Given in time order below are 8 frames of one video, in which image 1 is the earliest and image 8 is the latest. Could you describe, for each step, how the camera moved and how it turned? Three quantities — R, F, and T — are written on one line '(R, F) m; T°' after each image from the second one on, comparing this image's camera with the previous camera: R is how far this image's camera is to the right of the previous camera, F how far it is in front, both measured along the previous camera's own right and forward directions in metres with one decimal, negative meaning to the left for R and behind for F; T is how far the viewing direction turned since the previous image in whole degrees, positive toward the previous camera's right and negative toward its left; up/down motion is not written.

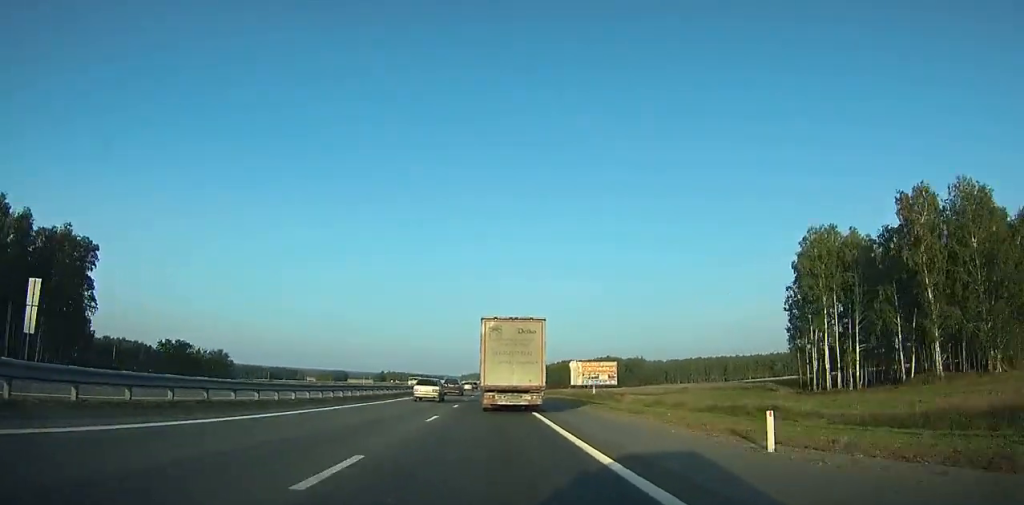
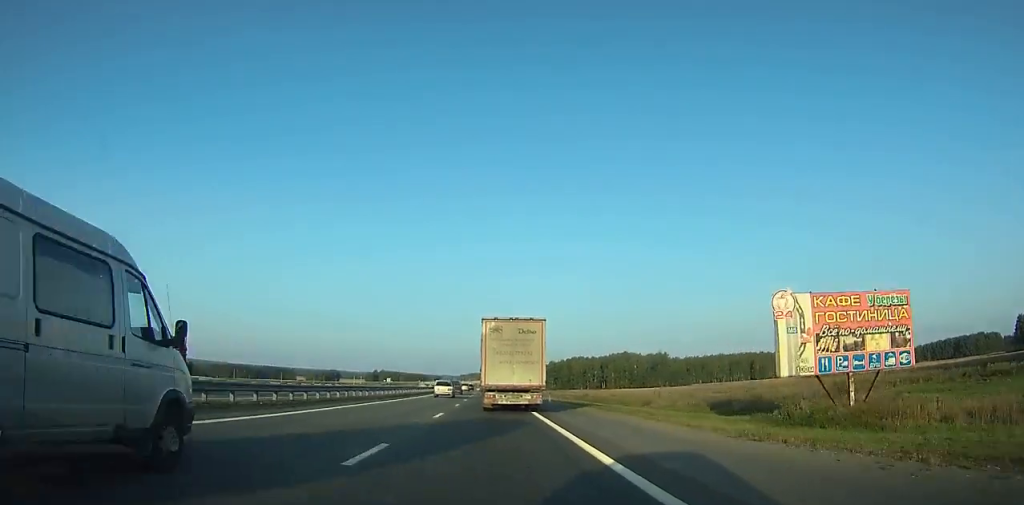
(+0.1, +58.8) m; 0°
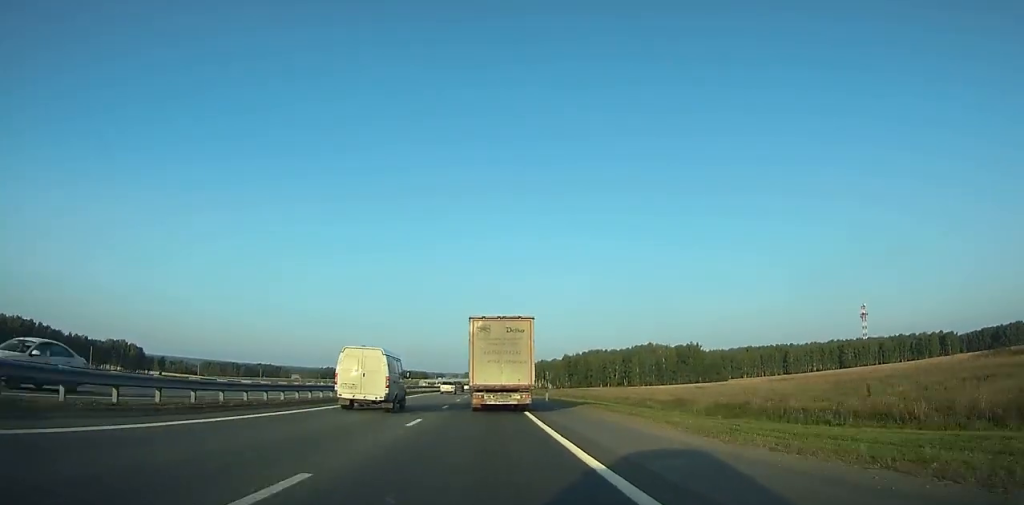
(-0.3, +51.2) m; -1°
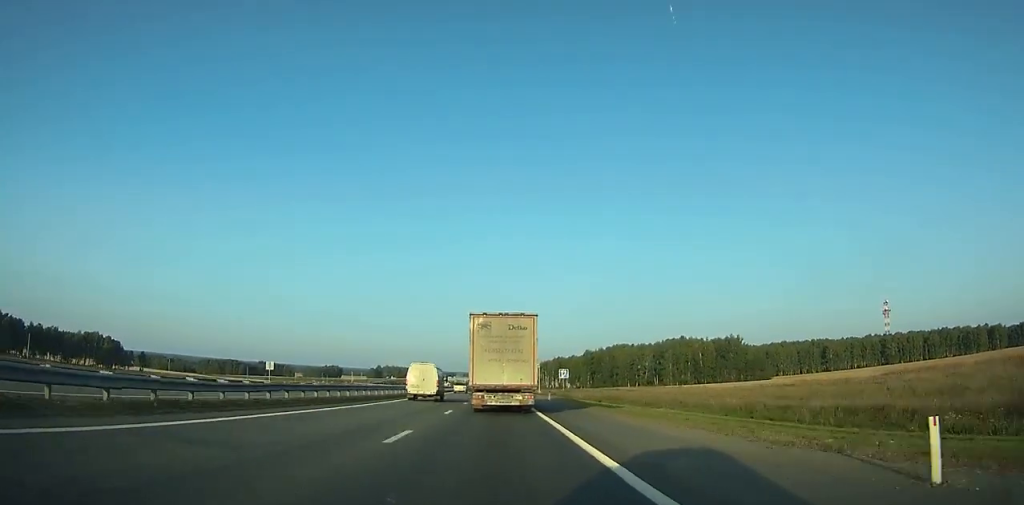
(-0.2, +39.8) m; -1°
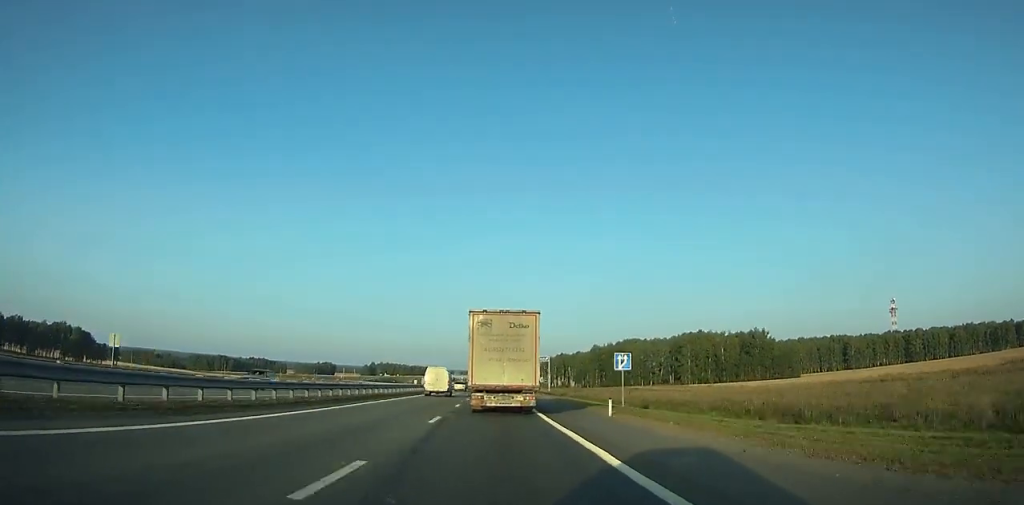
(-0.1, +28.4) m; 0°
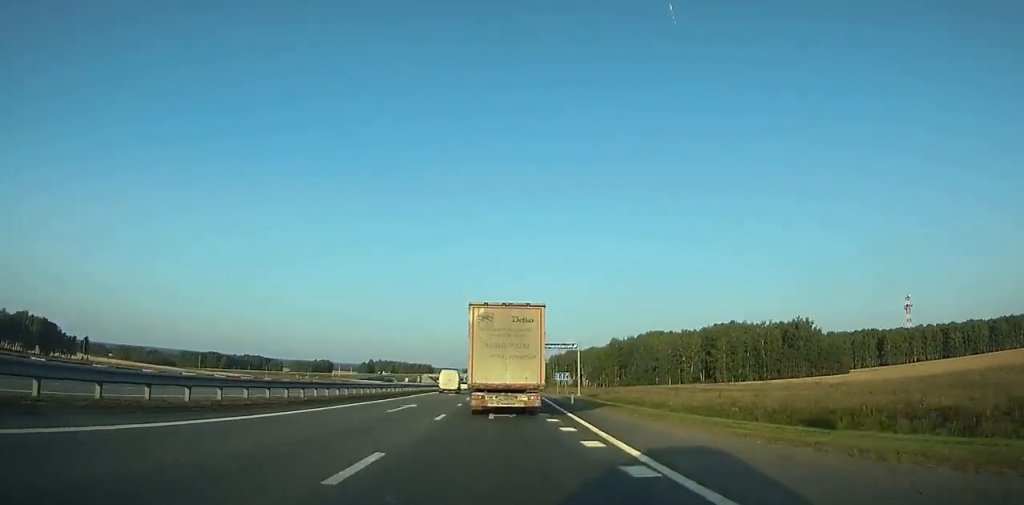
(0.0, +34.6) m; -1°
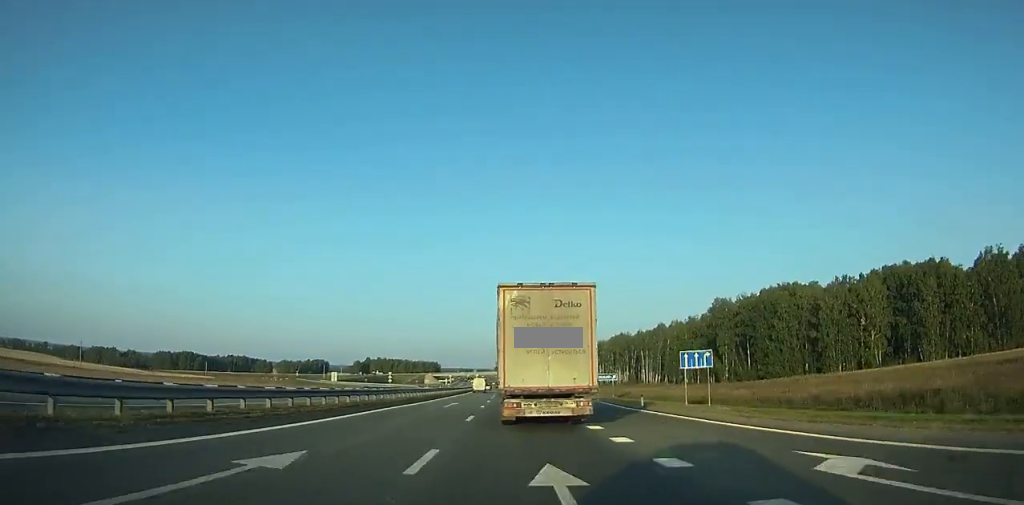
(-1.4, +106.7) m; -2°
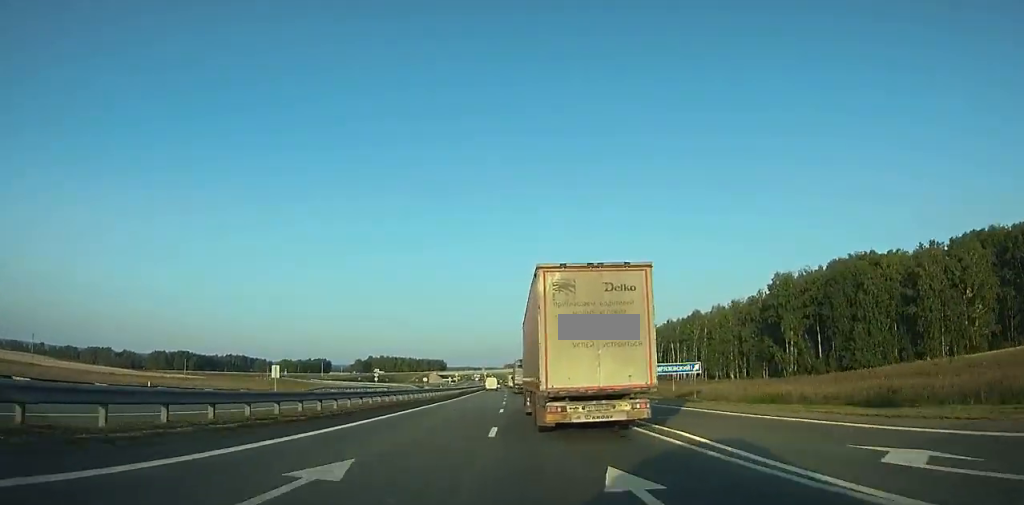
(+0.2, +28.8) m; -1°
